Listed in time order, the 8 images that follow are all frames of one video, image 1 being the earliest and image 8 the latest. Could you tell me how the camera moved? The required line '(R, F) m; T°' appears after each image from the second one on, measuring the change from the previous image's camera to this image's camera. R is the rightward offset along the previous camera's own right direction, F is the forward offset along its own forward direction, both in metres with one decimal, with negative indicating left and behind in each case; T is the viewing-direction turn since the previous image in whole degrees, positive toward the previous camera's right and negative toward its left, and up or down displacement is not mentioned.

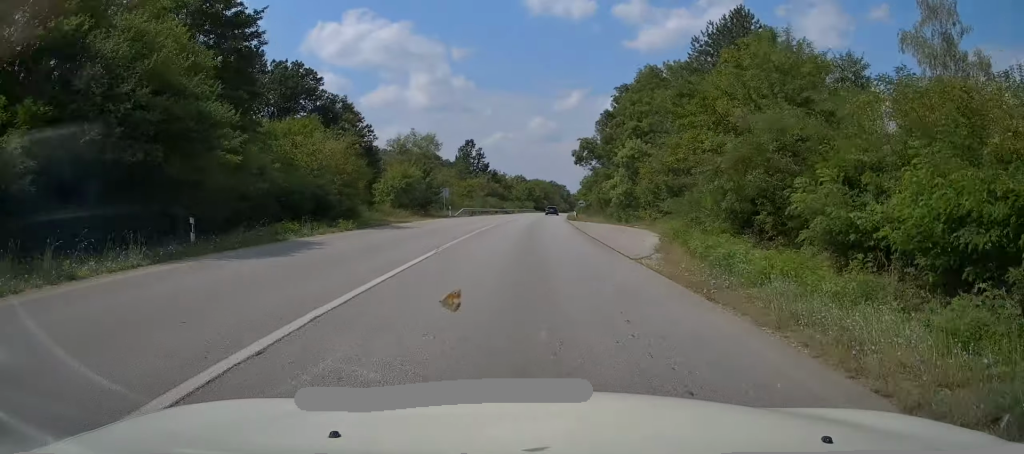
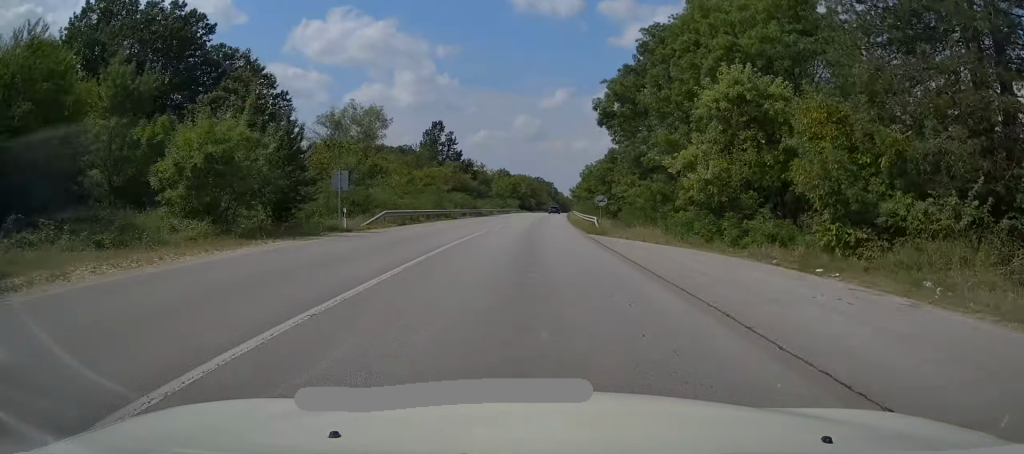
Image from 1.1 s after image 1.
(+0.5, +27.4) m; +1°
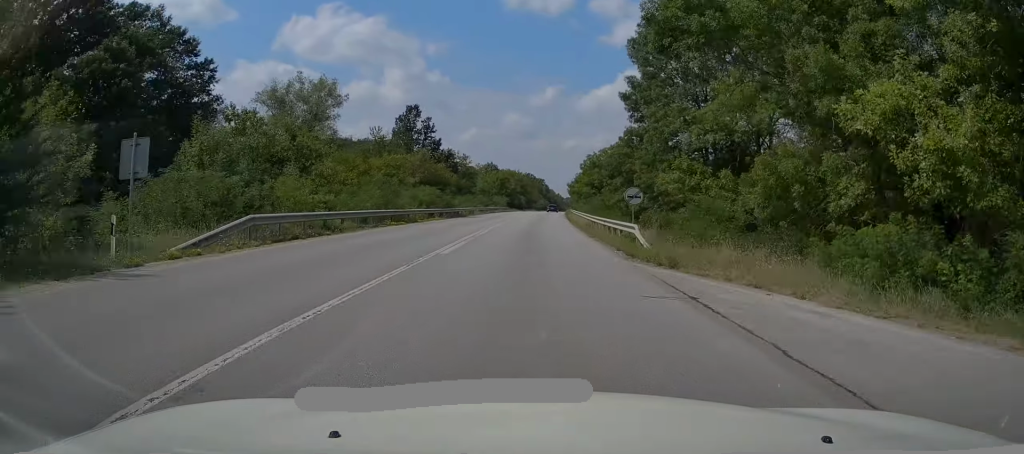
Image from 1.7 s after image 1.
(-0.1, +14.4) m; +1°
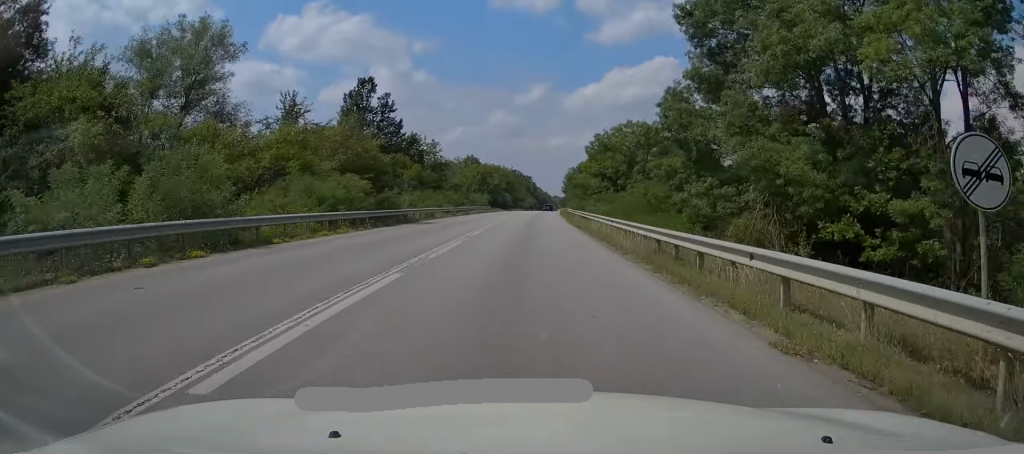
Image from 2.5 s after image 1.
(+0.2, +19.2) m; +1°
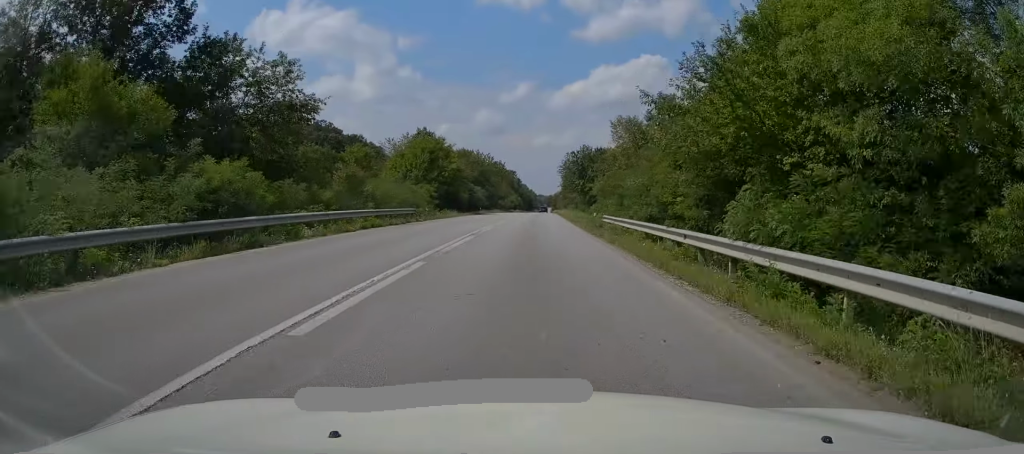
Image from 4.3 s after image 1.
(+0.9, +43.3) m; +1°
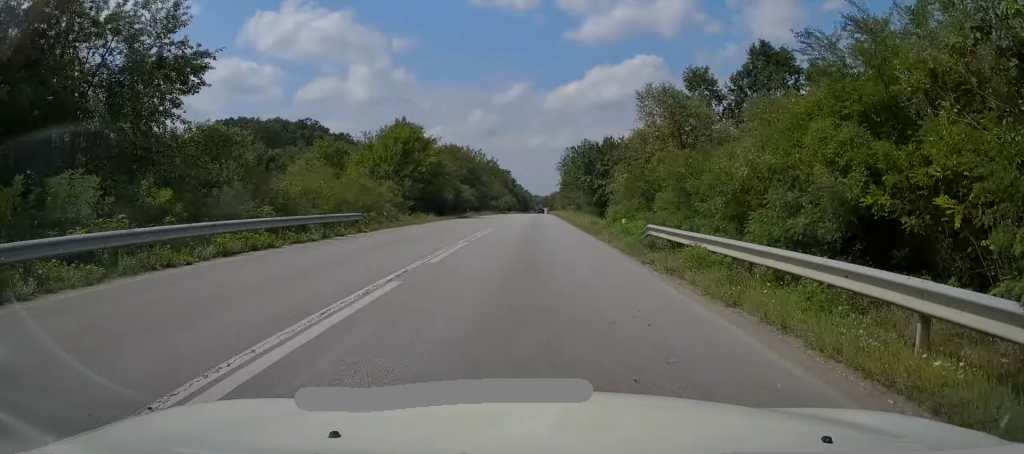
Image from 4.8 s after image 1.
(-0.2, +11.3) m; 0°
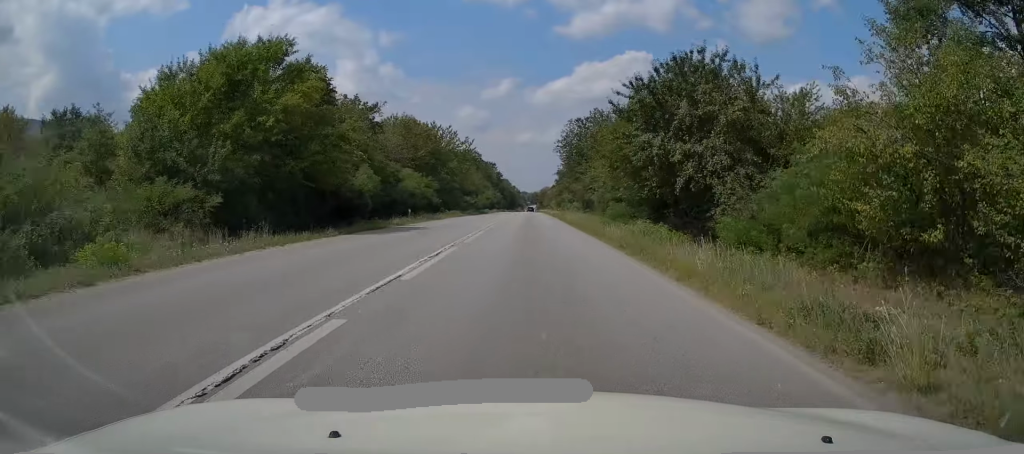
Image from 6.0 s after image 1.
(+0.3, +29.9) m; +2°
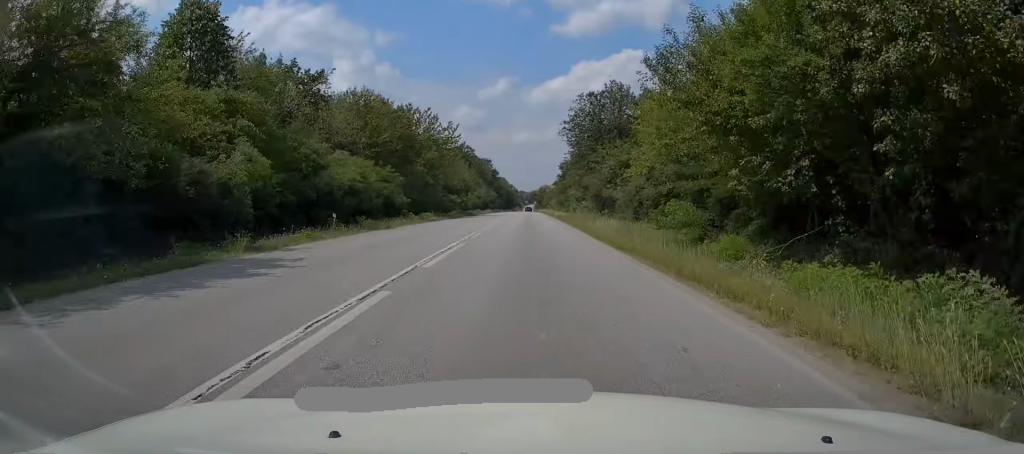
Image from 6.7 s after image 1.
(+0.3, +16.1) m; 0°
